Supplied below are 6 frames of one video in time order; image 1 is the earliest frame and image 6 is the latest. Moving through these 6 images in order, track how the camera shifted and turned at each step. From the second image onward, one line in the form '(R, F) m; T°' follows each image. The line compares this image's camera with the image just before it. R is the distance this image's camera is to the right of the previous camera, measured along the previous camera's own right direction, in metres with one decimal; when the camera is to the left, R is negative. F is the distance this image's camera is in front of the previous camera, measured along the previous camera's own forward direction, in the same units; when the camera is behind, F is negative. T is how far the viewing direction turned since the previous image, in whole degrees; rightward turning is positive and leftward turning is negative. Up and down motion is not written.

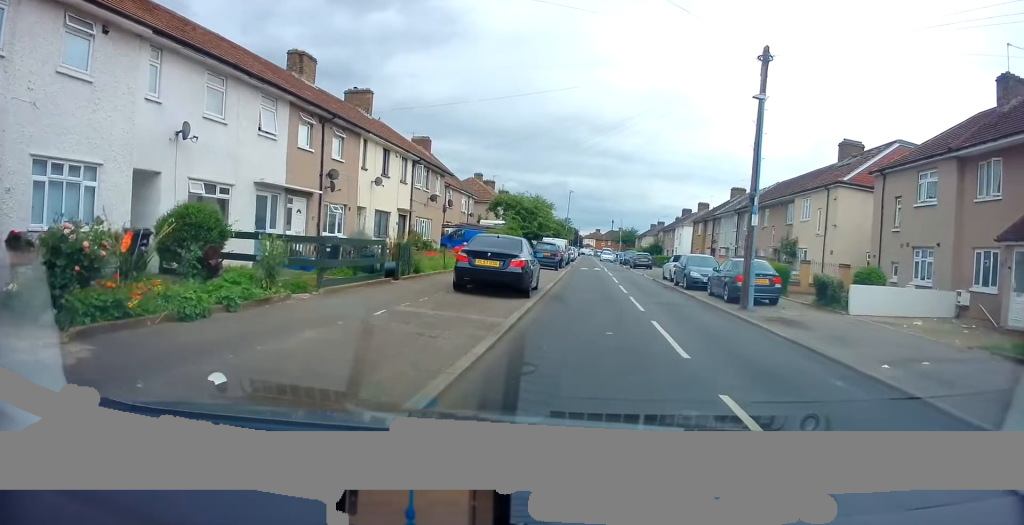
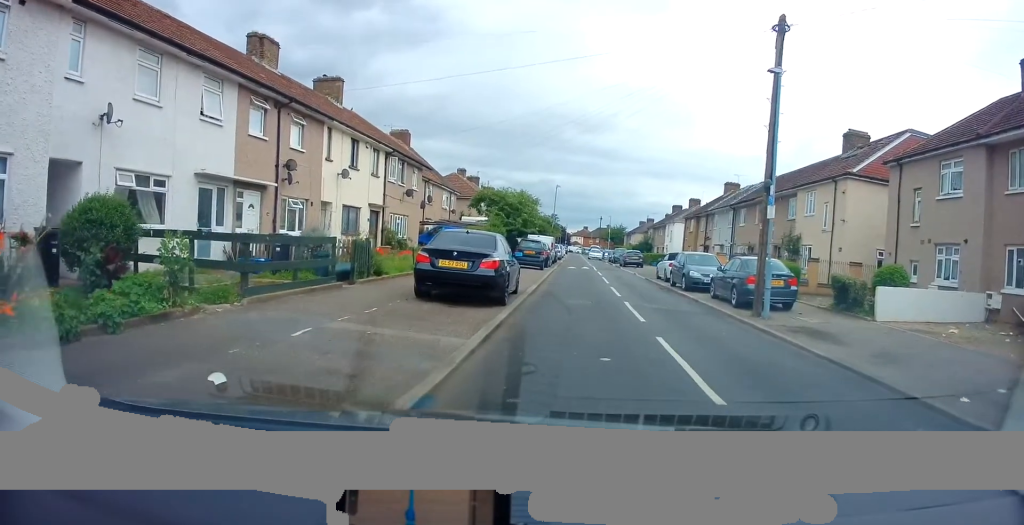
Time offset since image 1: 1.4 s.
(+0.1, +1.7) m; 0°
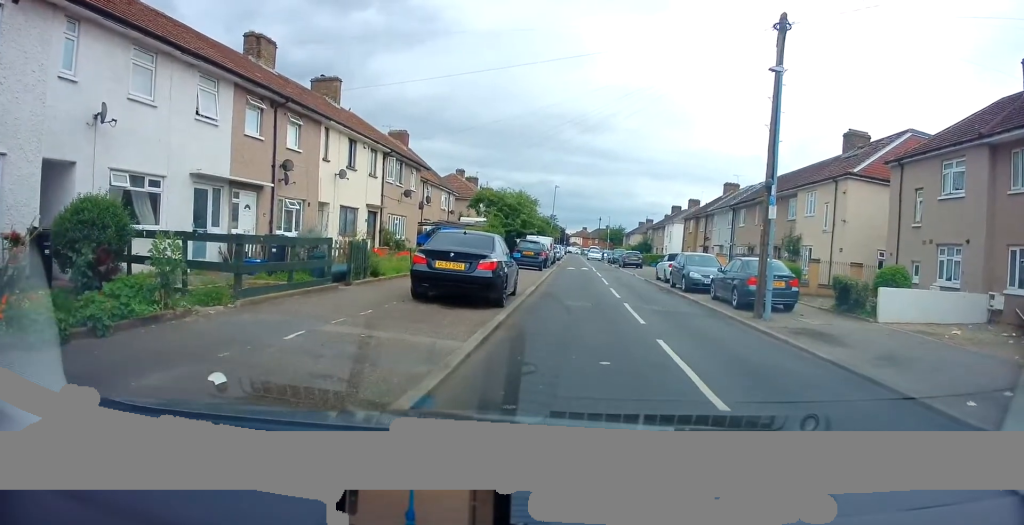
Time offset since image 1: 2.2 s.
(-0.1, +0.3) m; 0°
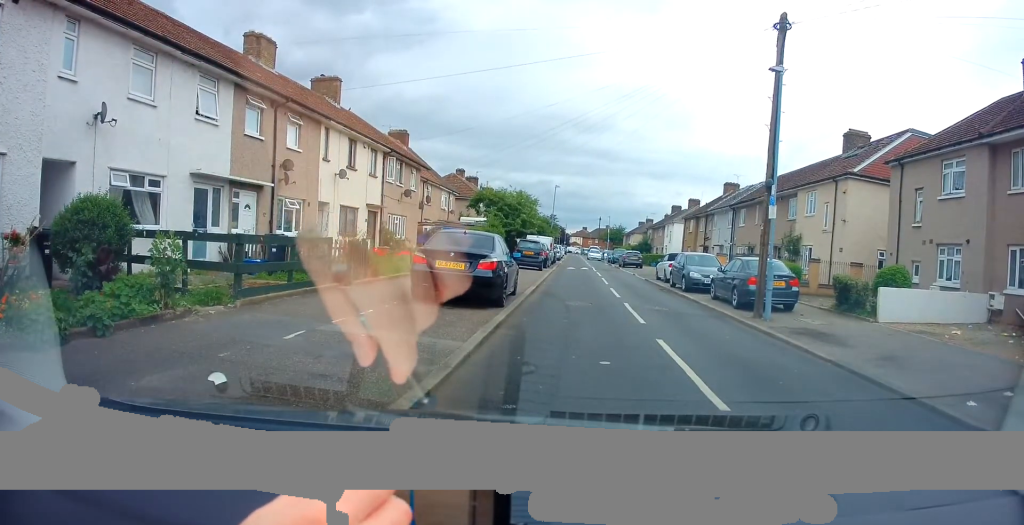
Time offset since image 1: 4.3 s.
(0.0, 0.0) m; 0°
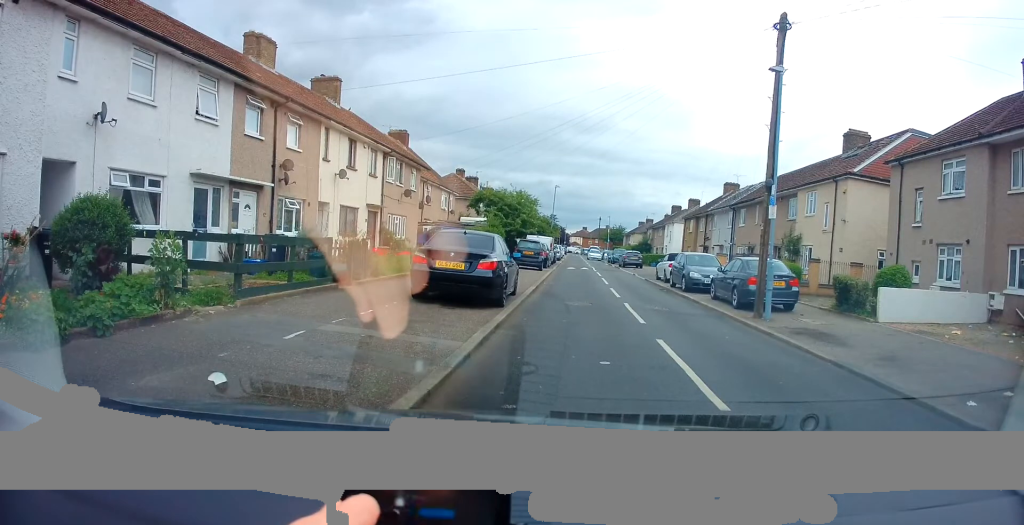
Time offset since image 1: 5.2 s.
(0.0, 0.0) m; 0°
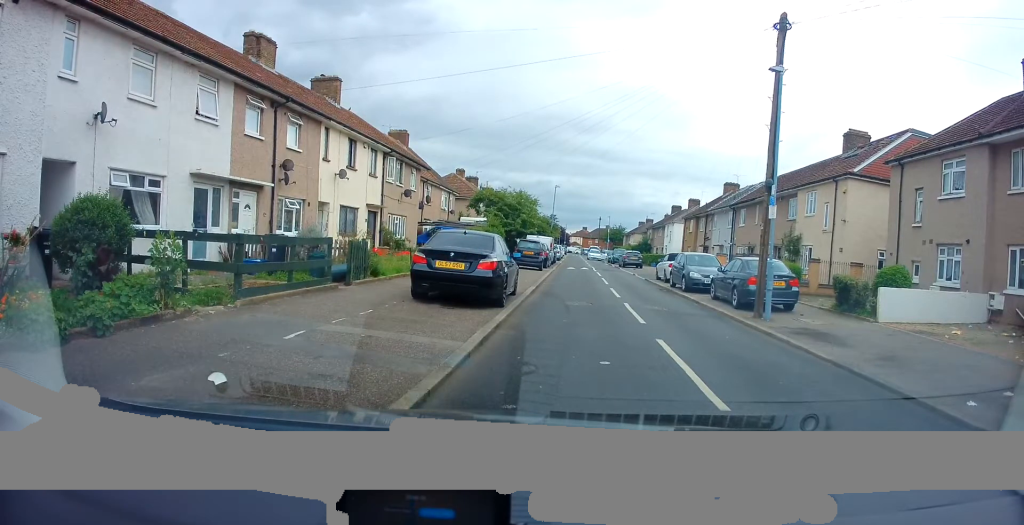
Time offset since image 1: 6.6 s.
(0.0, 0.0) m; 0°
